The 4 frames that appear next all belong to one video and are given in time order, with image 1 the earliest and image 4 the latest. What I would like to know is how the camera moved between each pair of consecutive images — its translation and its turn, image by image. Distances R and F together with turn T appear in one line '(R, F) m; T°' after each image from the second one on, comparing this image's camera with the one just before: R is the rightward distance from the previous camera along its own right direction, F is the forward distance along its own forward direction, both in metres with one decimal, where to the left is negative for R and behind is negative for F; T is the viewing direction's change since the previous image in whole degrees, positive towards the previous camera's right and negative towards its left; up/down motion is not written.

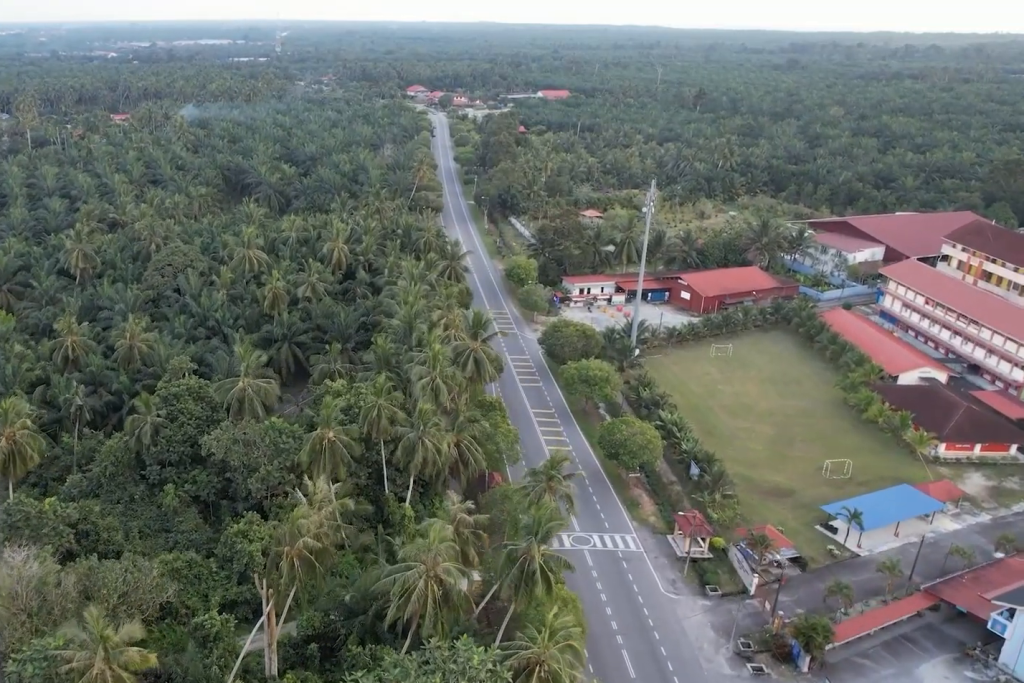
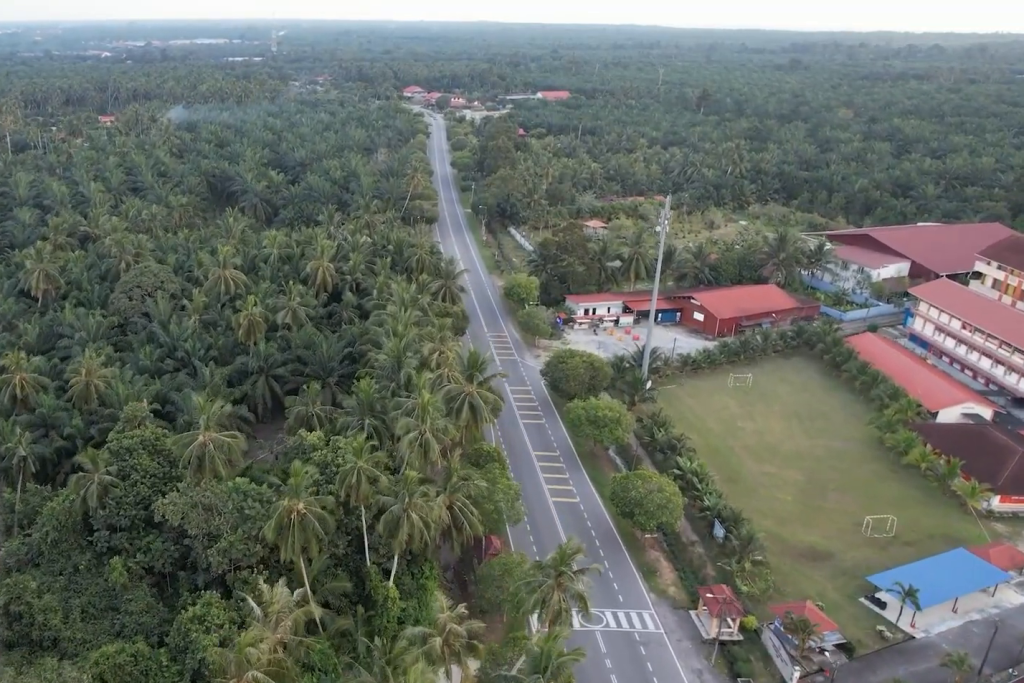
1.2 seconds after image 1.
(+0.3, +14.0) m; 0°
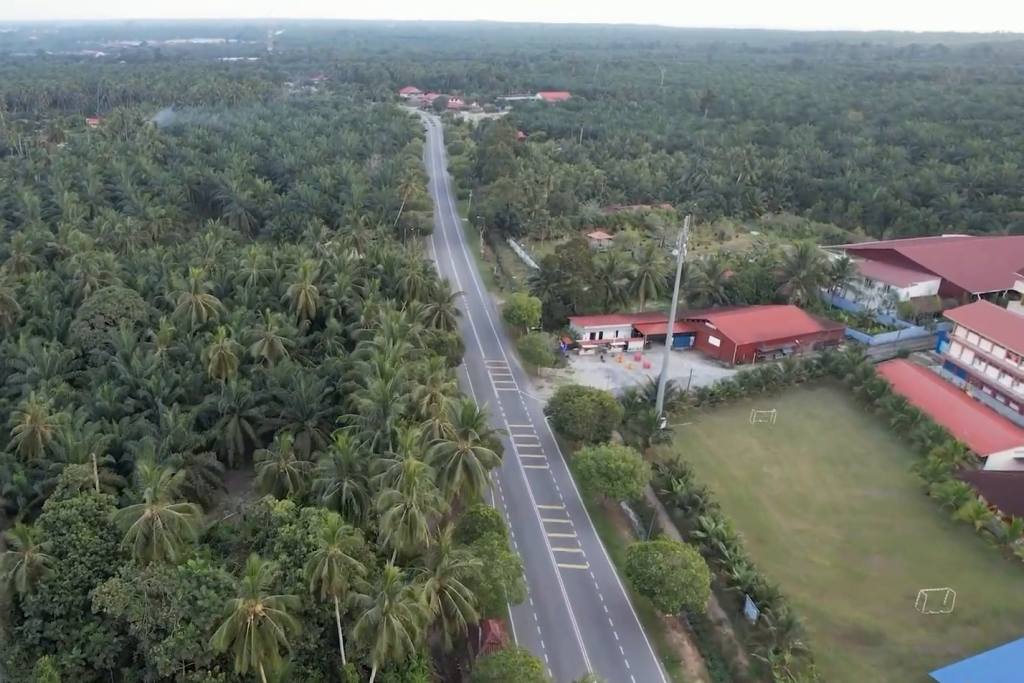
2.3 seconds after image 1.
(-0.4, +14.1) m; -1°
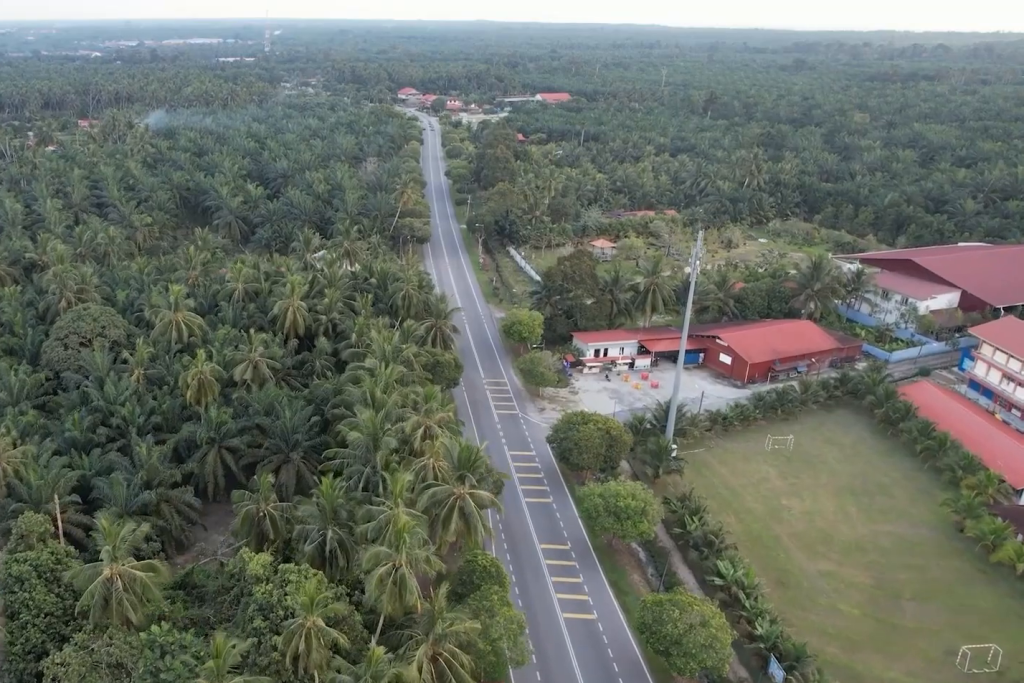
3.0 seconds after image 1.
(+0.1, +8.6) m; +1°
